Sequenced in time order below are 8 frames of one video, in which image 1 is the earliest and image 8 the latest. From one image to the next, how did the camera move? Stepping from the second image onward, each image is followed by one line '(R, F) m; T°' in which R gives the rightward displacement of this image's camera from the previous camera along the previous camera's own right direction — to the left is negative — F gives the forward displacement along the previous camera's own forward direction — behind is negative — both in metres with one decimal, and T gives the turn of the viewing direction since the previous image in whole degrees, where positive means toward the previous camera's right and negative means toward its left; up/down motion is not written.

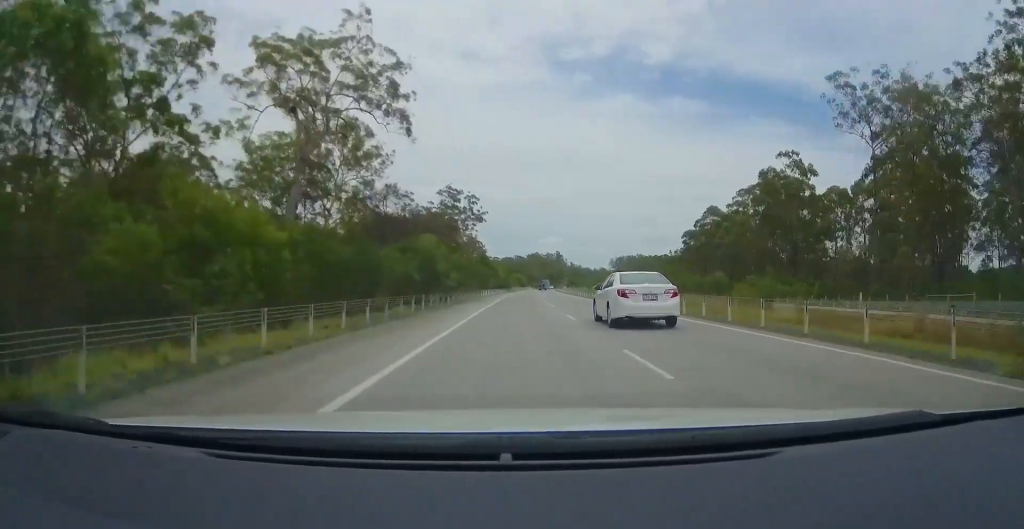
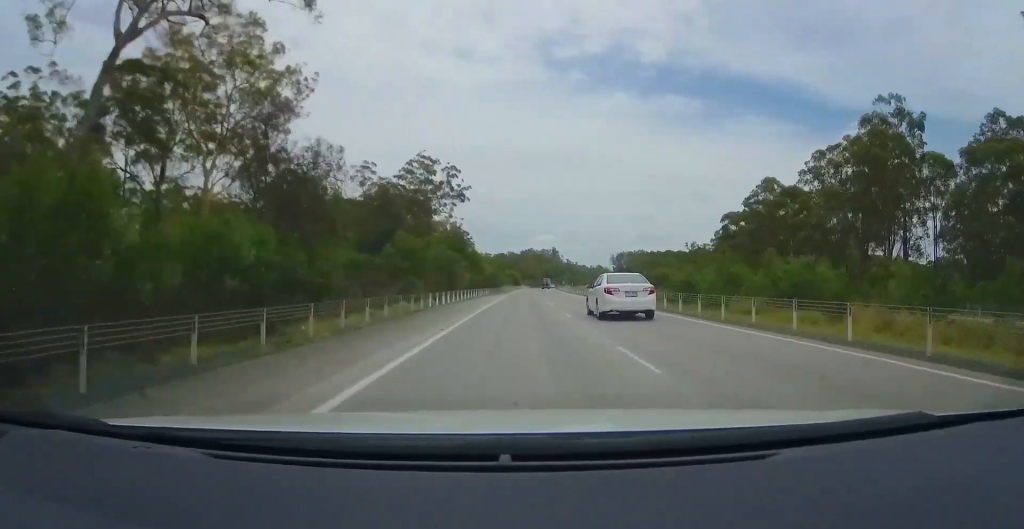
(+1.0, +35.6) m; +2°
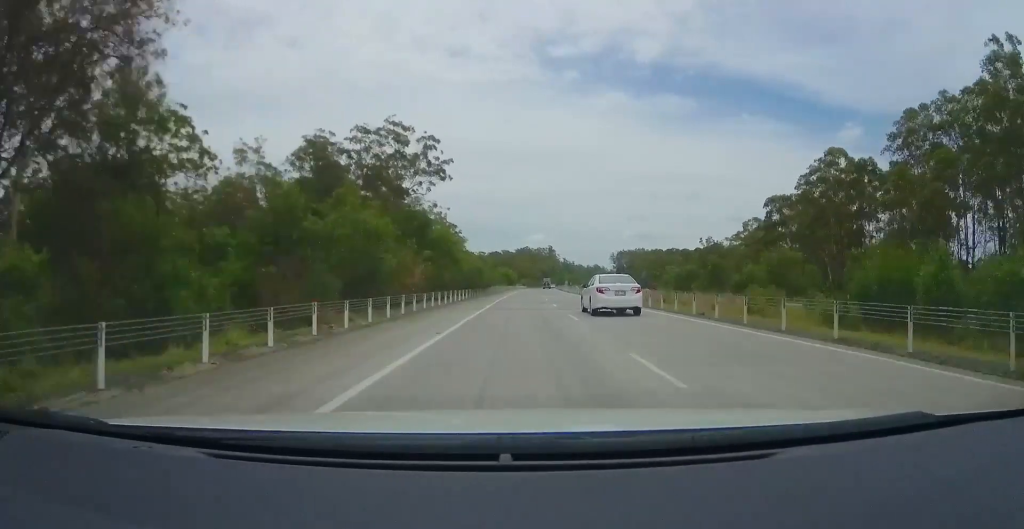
(0.0, +24.5) m; -1°
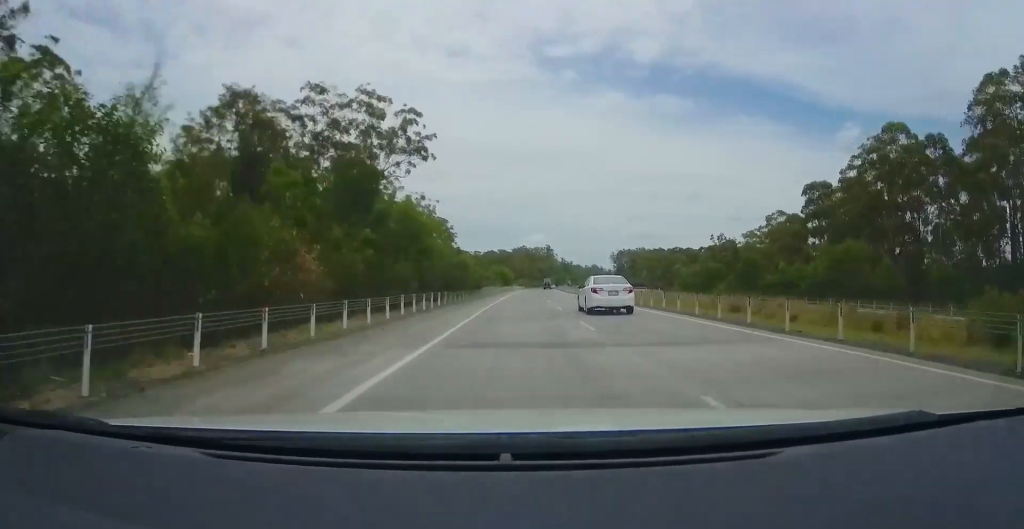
(-0.1, +14.7) m; 0°
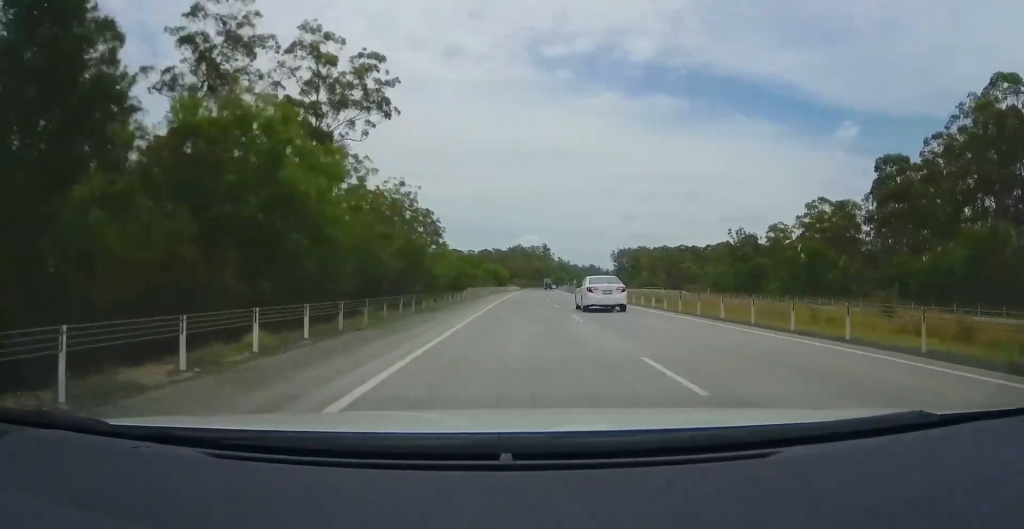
(-0.3, +20.8) m; 0°
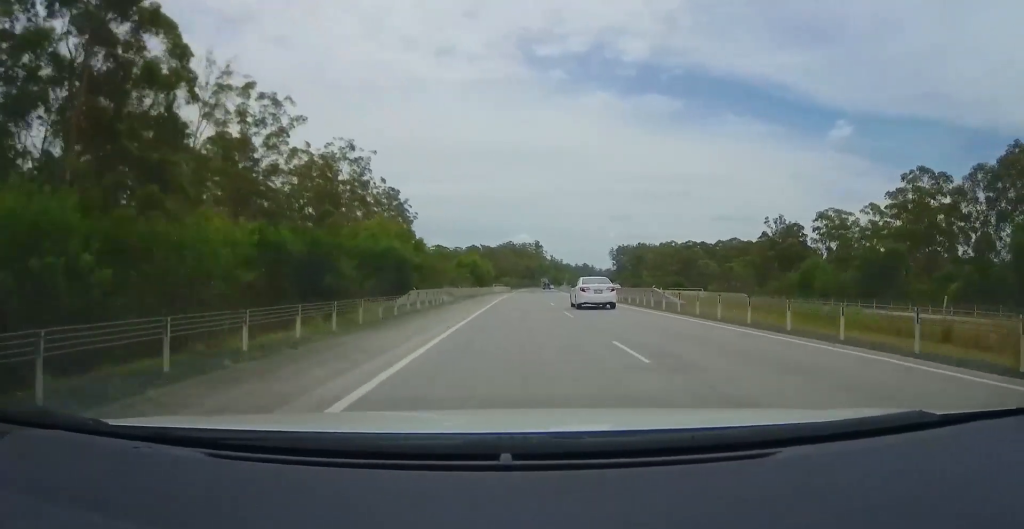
(+0.4, +32.7) m; +3°
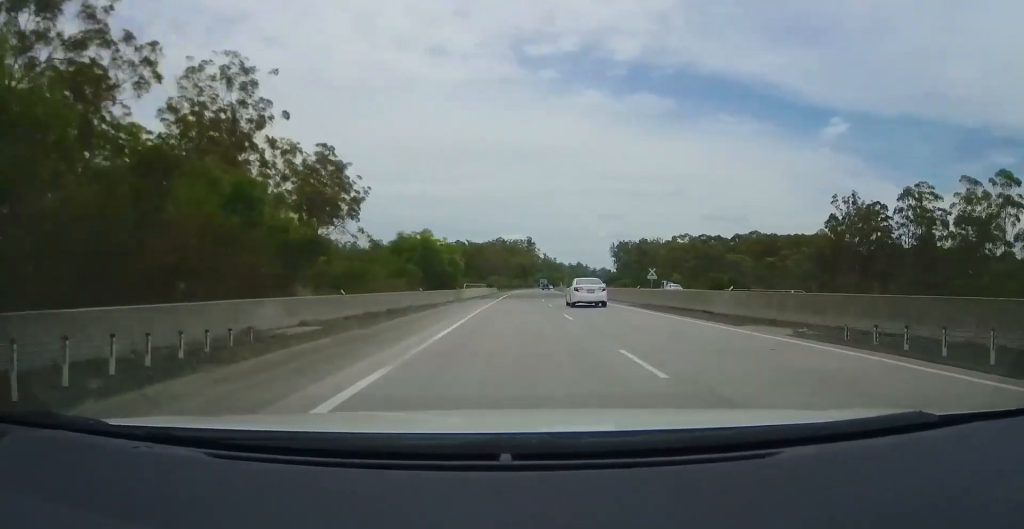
(+1.1, +36.2) m; +2°
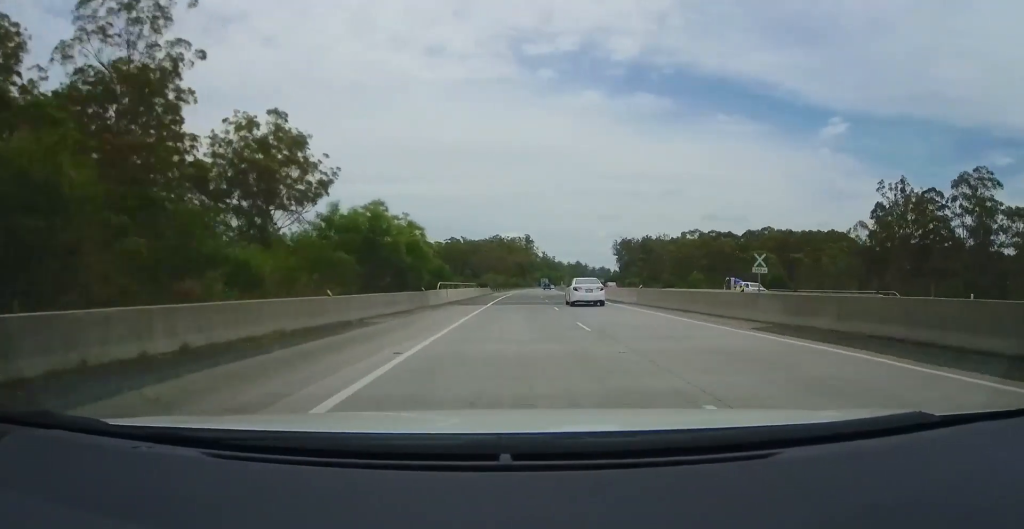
(-0.1, +15.7) m; 0°
